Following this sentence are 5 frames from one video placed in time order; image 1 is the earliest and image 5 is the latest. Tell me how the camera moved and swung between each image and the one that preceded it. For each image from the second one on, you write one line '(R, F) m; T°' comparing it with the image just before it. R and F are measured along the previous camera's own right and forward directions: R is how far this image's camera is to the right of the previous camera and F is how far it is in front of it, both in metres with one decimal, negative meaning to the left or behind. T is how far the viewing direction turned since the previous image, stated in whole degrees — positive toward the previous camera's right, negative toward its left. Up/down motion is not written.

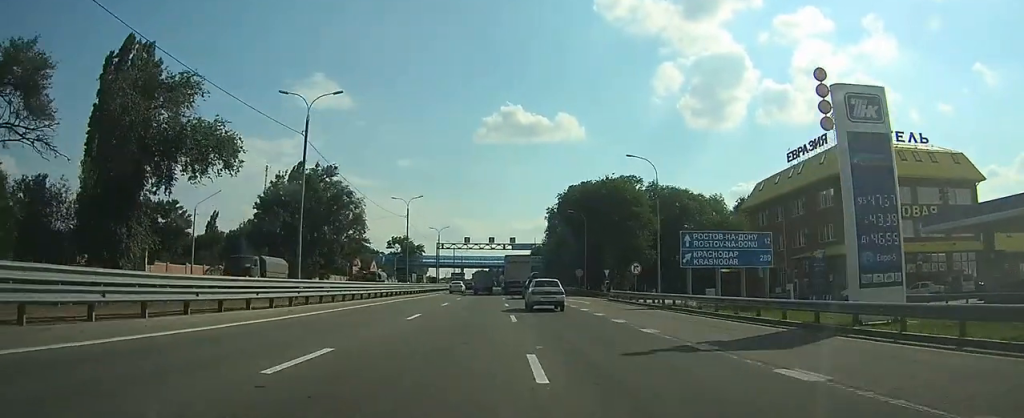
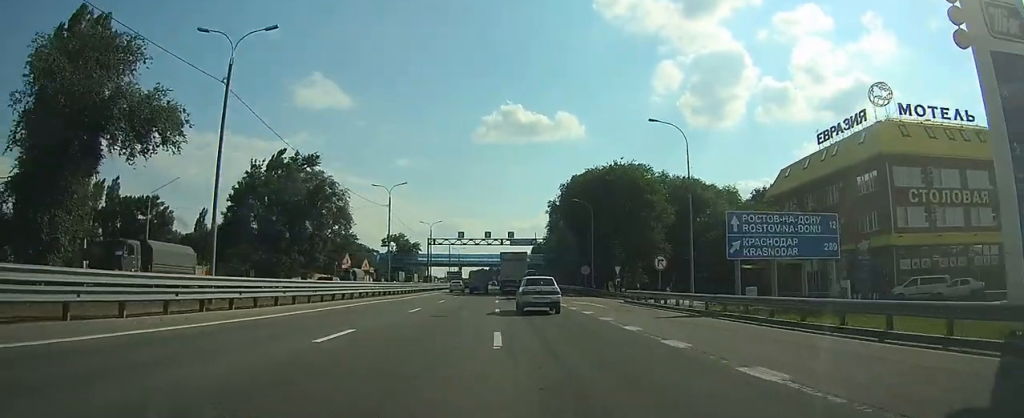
(+0.1, +8.3) m; 0°
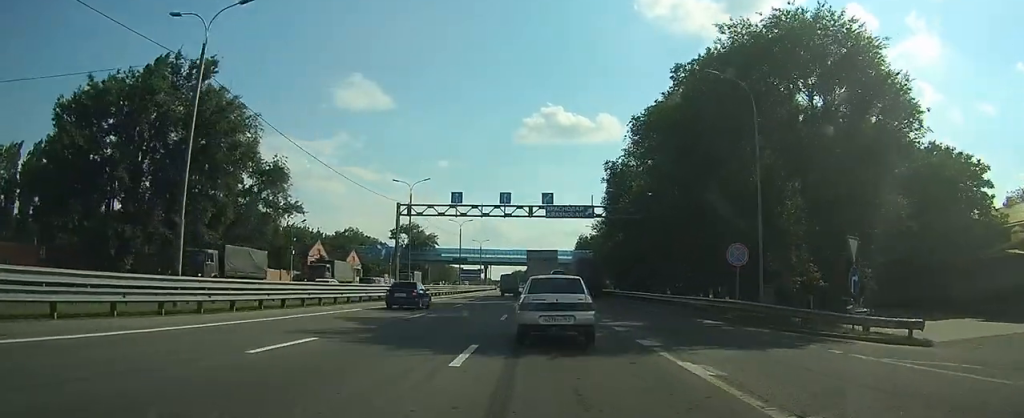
(+0.8, +43.4) m; +2°
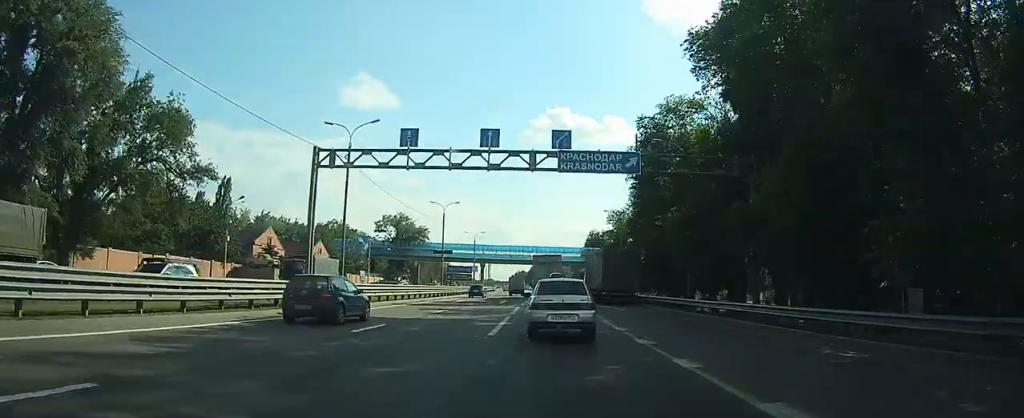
(0.0, +20.6) m; -1°
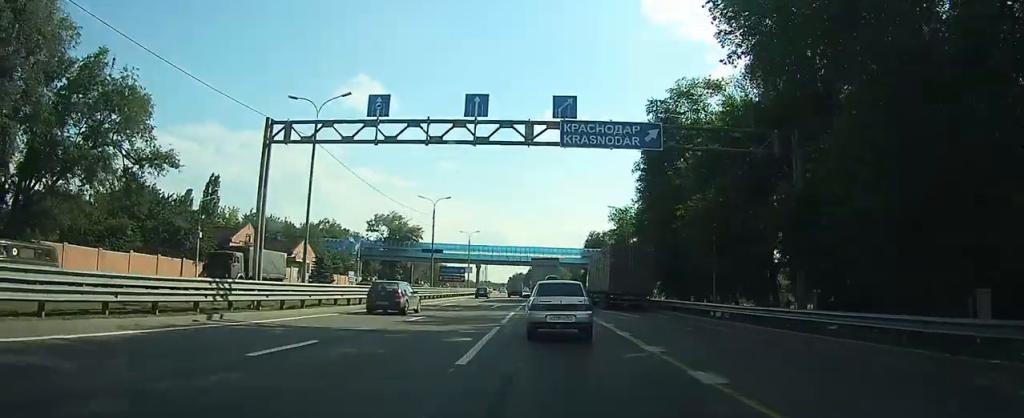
(0.0, +4.8) m; 0°
